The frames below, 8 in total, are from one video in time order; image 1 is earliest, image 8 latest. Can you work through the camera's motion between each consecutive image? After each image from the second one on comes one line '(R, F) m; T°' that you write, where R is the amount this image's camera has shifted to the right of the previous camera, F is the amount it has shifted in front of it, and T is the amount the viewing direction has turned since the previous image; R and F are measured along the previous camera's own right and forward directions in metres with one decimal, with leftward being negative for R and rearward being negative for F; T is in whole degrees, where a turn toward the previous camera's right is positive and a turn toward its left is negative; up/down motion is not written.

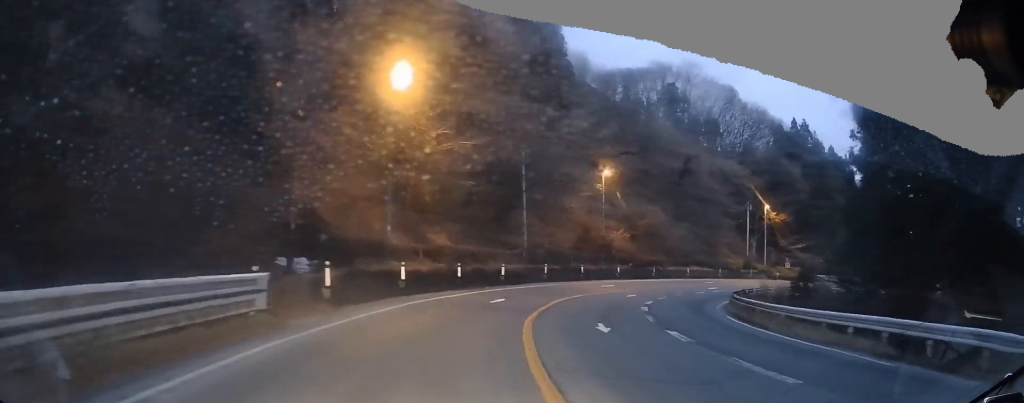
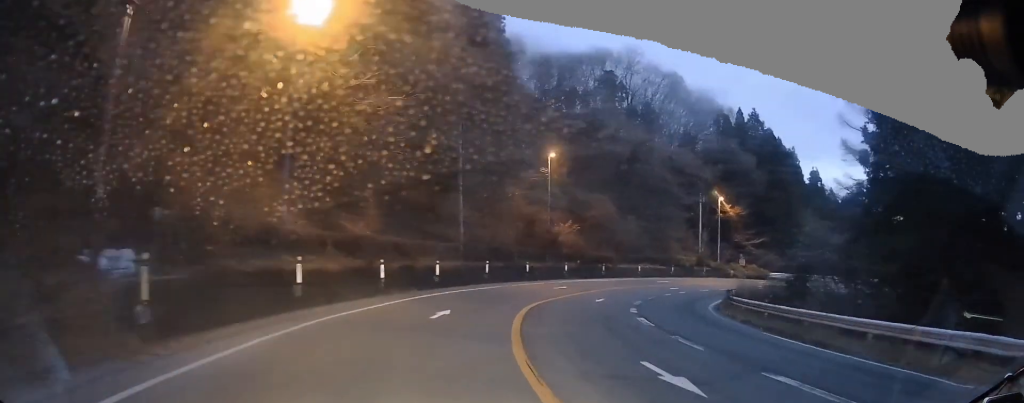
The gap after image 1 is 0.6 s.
(+0.1, +8.6) m; +2°
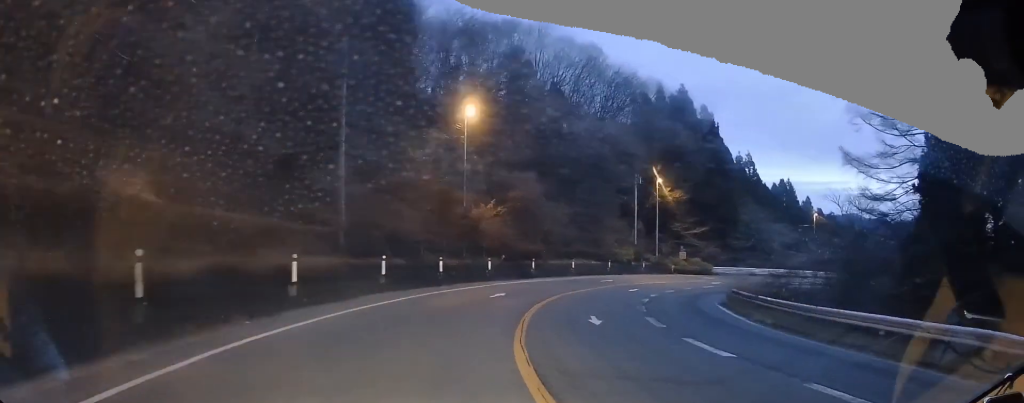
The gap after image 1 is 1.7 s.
(+0.3, +13.9) m; +7°
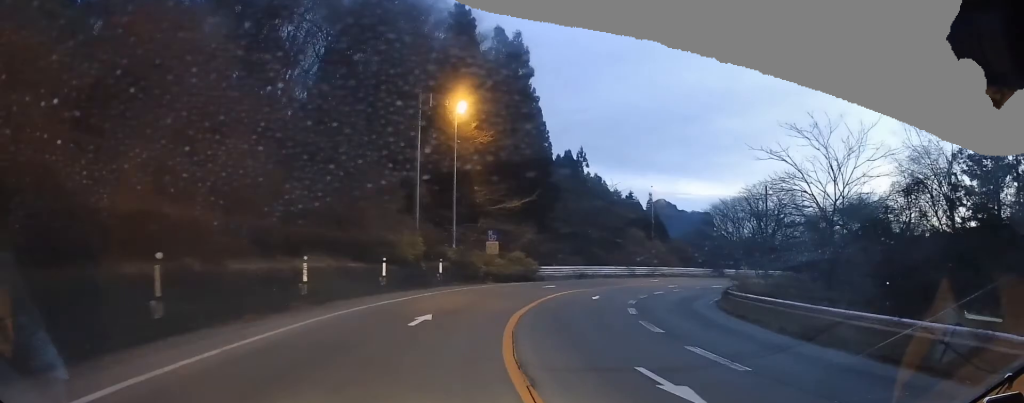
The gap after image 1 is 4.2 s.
(+6.1, +31.9) m; +16°
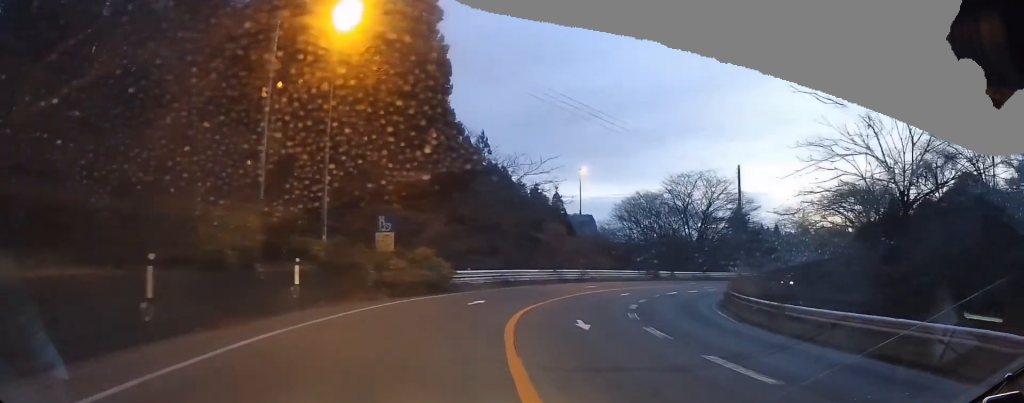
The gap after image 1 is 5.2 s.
(0.0, +13.0) m; 0°
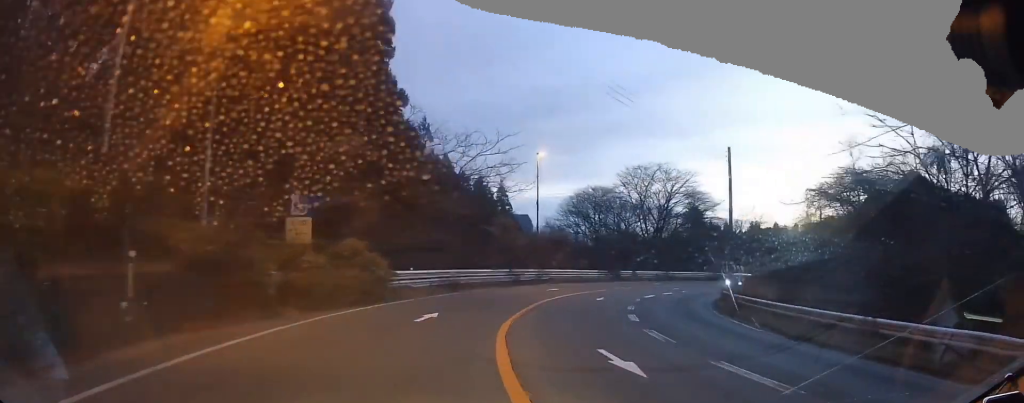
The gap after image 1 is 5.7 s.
(0.0, +6.5) m; 0°
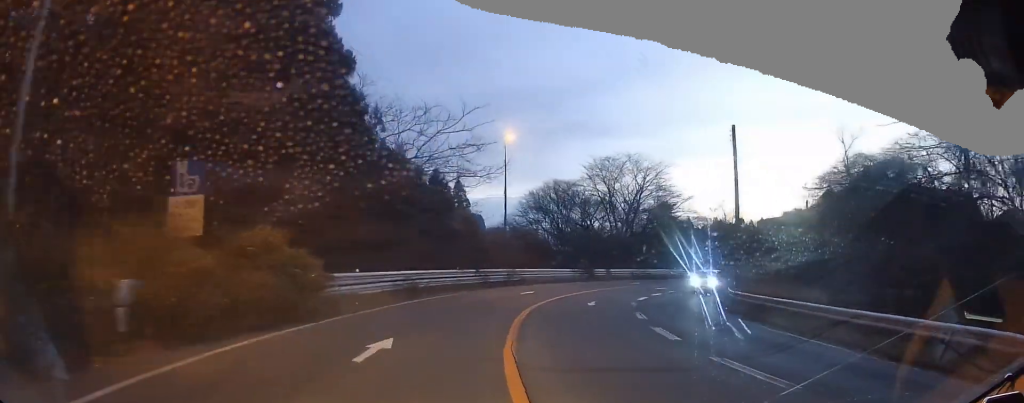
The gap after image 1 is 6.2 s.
(0.0, +5.8) m; +4°
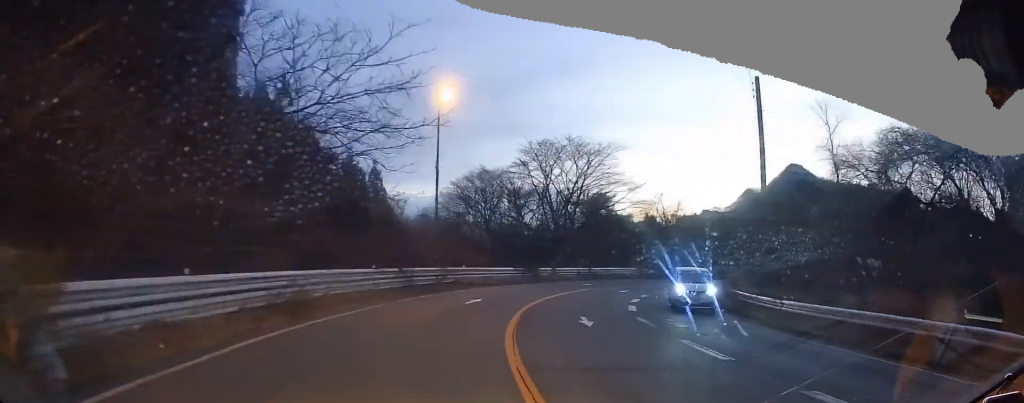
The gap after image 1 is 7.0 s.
(-0.5, +8.2) m; +11°
